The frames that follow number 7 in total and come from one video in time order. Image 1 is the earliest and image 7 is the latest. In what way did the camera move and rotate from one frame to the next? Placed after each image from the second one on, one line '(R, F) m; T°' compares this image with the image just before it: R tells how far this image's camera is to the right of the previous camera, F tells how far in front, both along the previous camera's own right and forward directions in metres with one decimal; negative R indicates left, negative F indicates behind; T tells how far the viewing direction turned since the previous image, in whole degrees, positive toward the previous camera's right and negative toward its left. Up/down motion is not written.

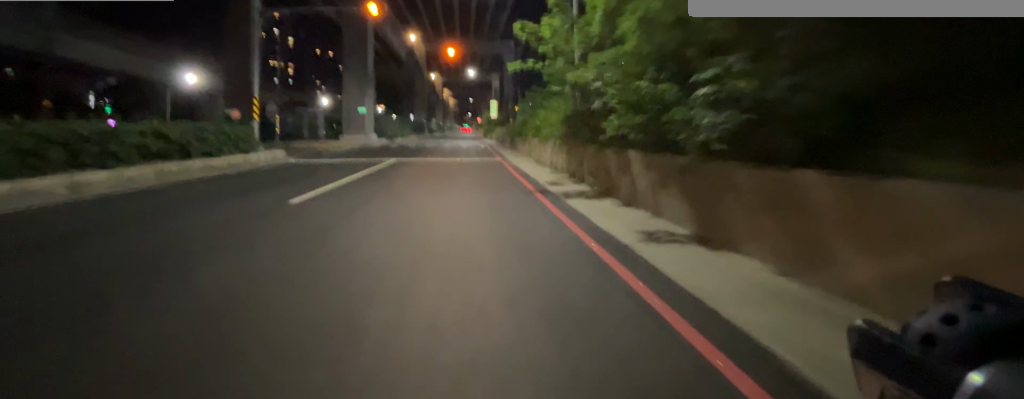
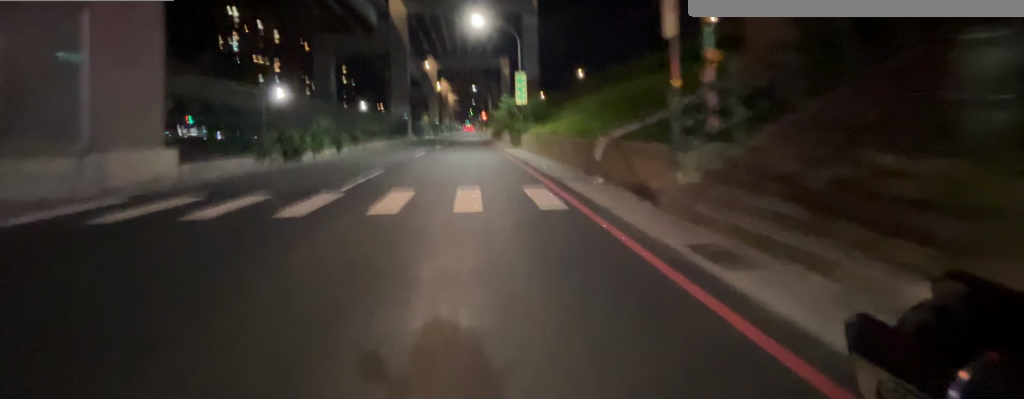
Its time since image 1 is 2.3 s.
(-0.1, +25.5) m; 0°
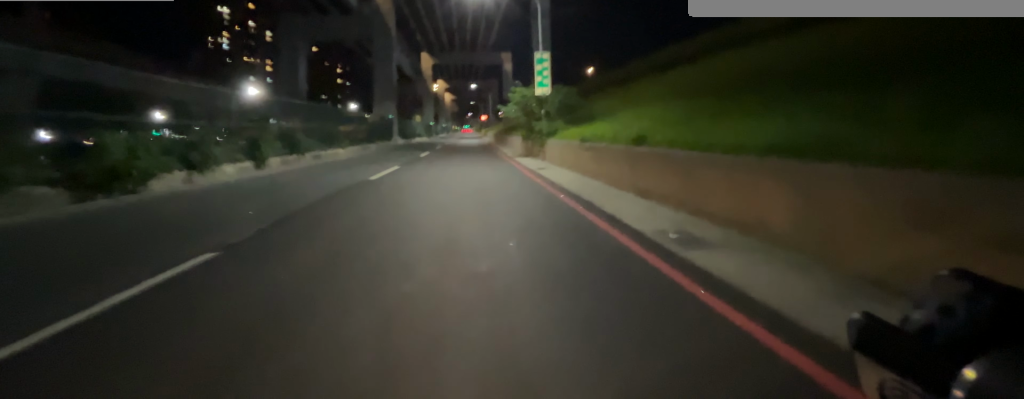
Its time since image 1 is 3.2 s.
(0.0, +9.0) m; +1°
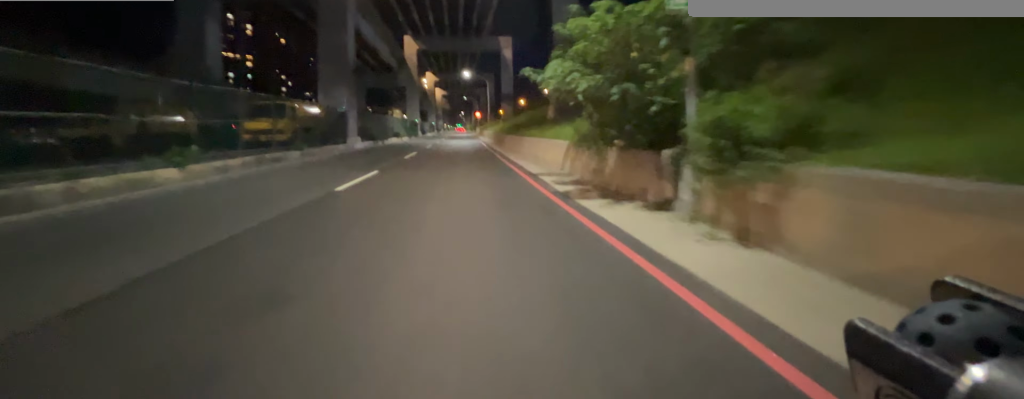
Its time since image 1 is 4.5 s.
(+0.2, +13.2) m; +1°
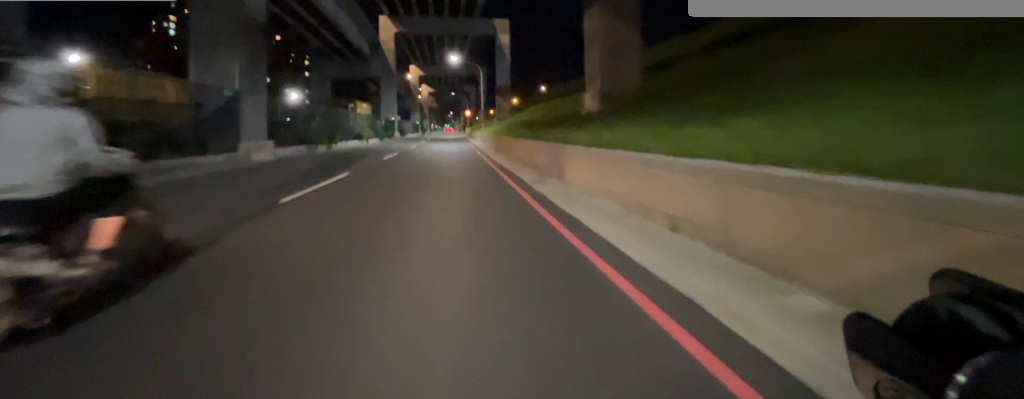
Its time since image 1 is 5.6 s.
(0.0, +10.8) m; 0°
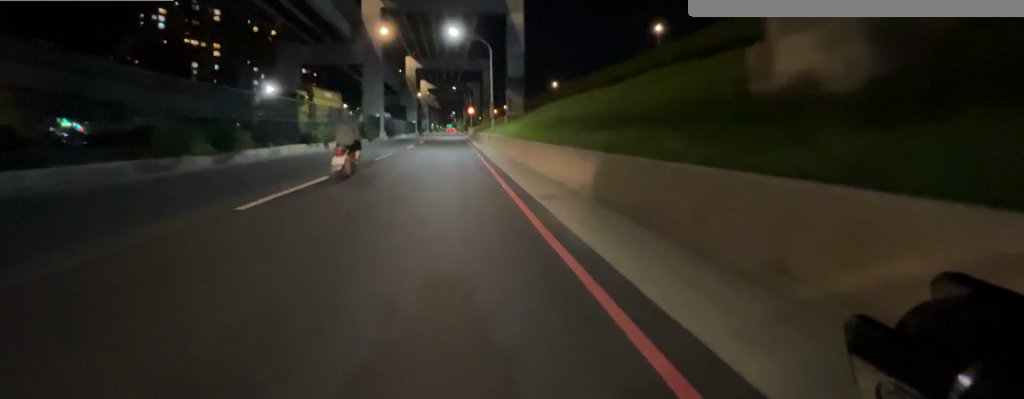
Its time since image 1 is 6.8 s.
(-0.1, +9.8) m; 0°
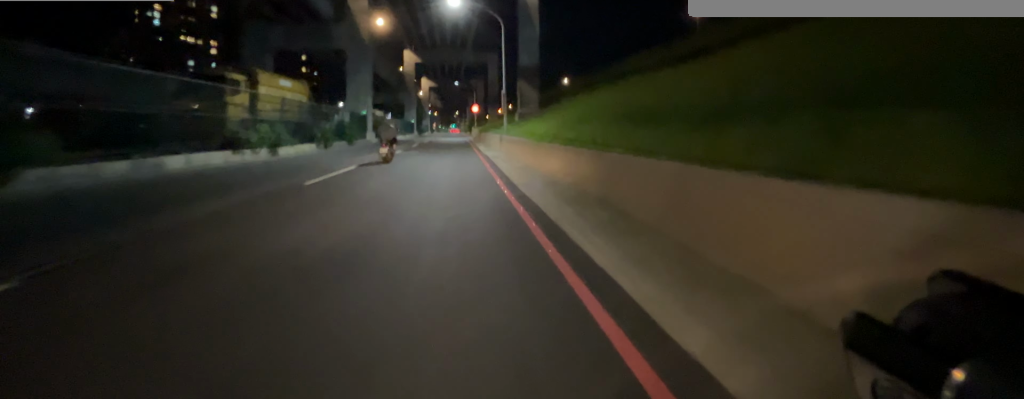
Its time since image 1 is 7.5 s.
(0.0, +6.3) m; 0°
